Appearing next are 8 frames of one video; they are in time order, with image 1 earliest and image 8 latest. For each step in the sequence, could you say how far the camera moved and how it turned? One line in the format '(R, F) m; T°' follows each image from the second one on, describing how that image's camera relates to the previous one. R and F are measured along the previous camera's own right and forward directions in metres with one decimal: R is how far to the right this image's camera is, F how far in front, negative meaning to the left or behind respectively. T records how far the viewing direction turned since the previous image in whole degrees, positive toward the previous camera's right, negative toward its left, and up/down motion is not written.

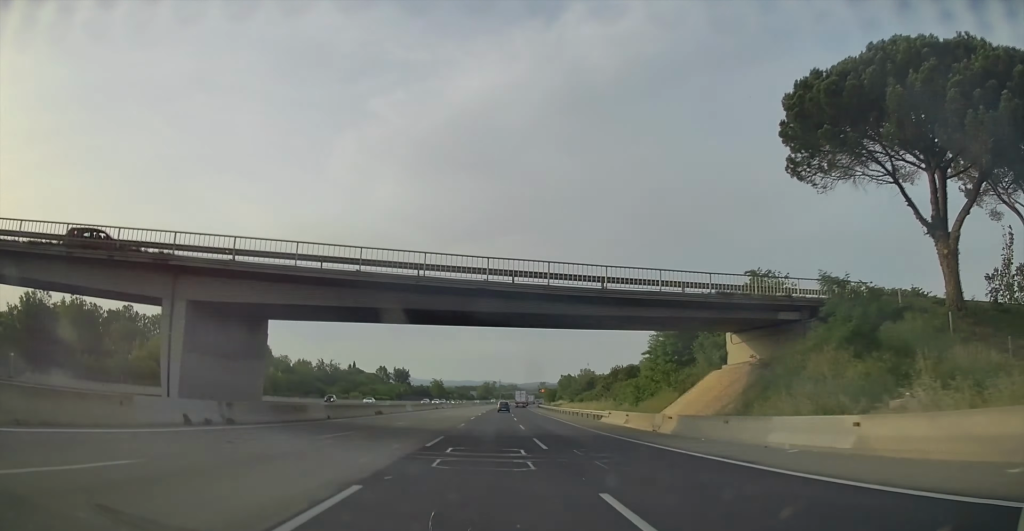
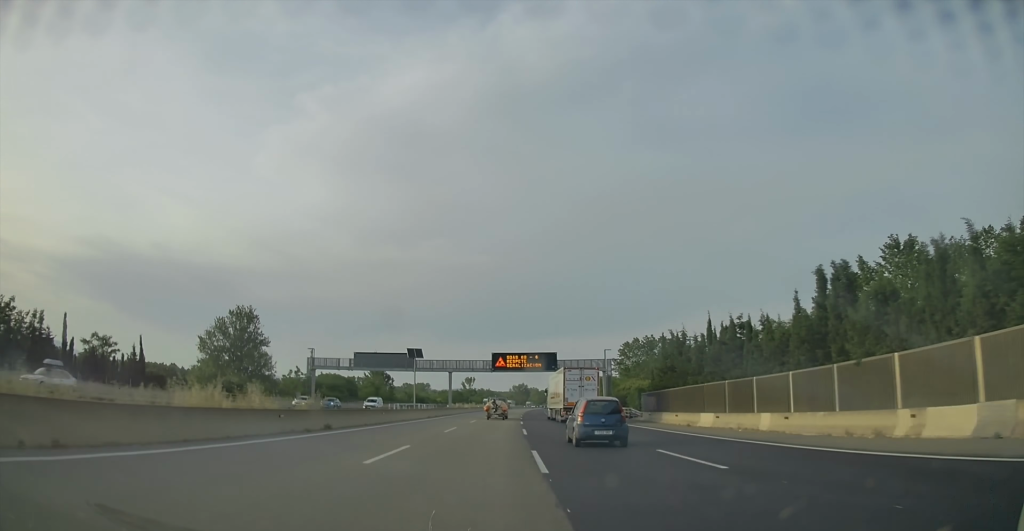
(+22.9, +362.5) m; +8°
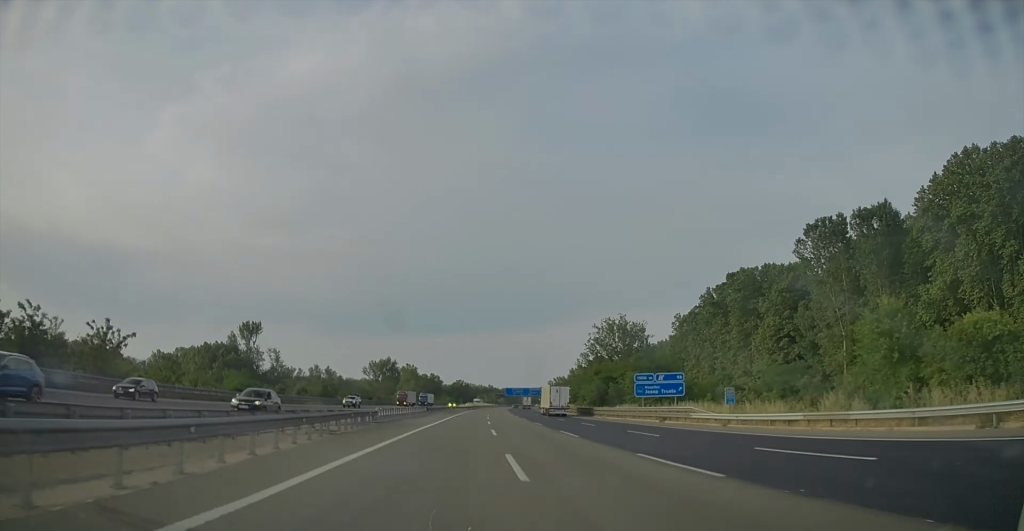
(+24.1, +348.9) m; +8°
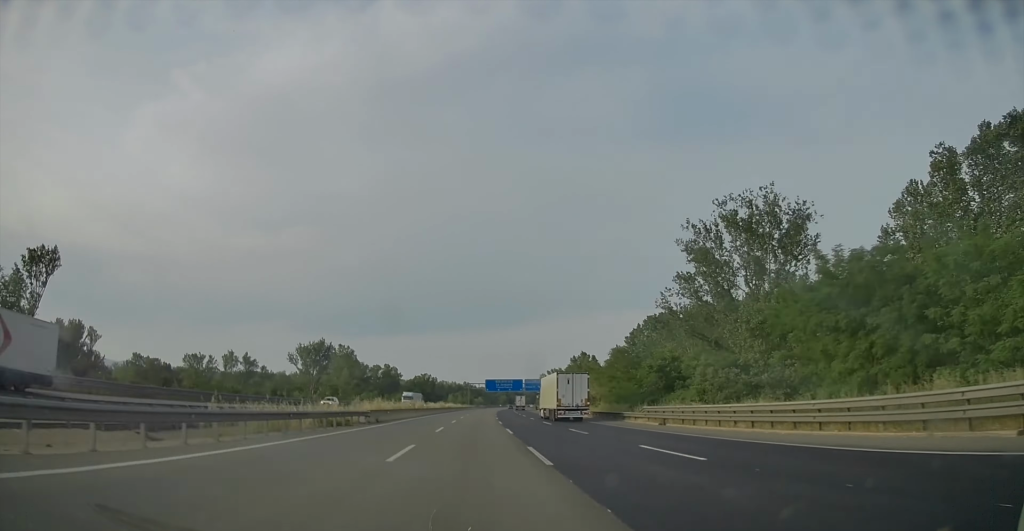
(+5.3, +110.8) m; +2°
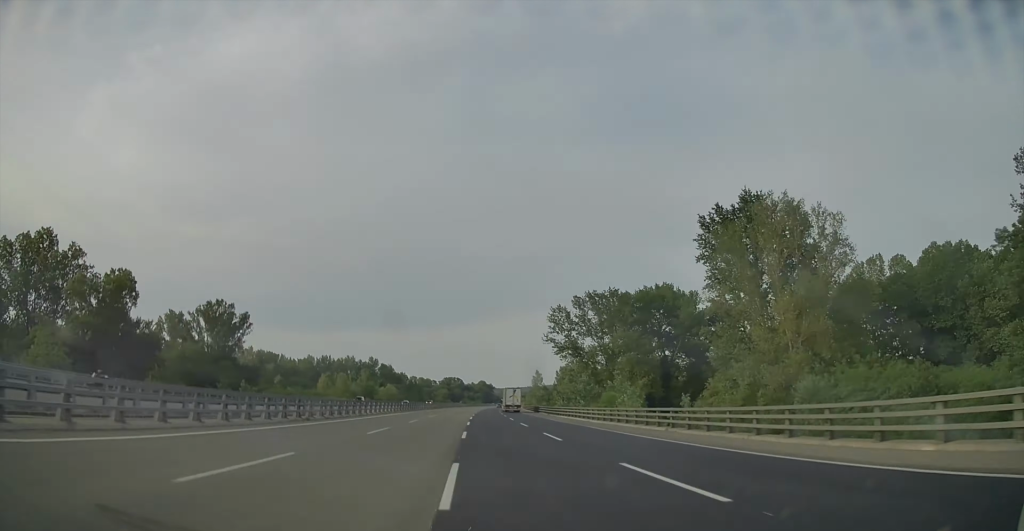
(+10.5, +246.4) m; +5°
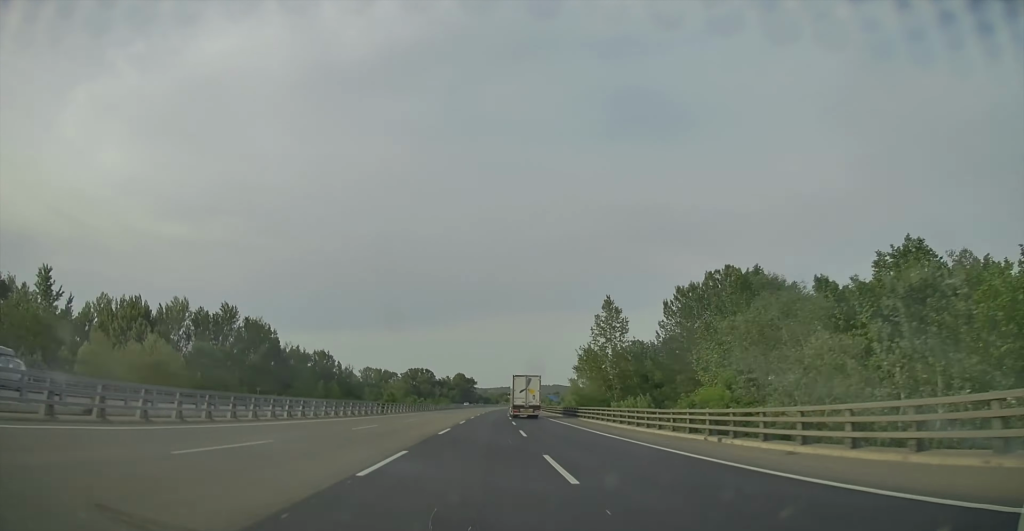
(+1.4, +157.0) m; +3°
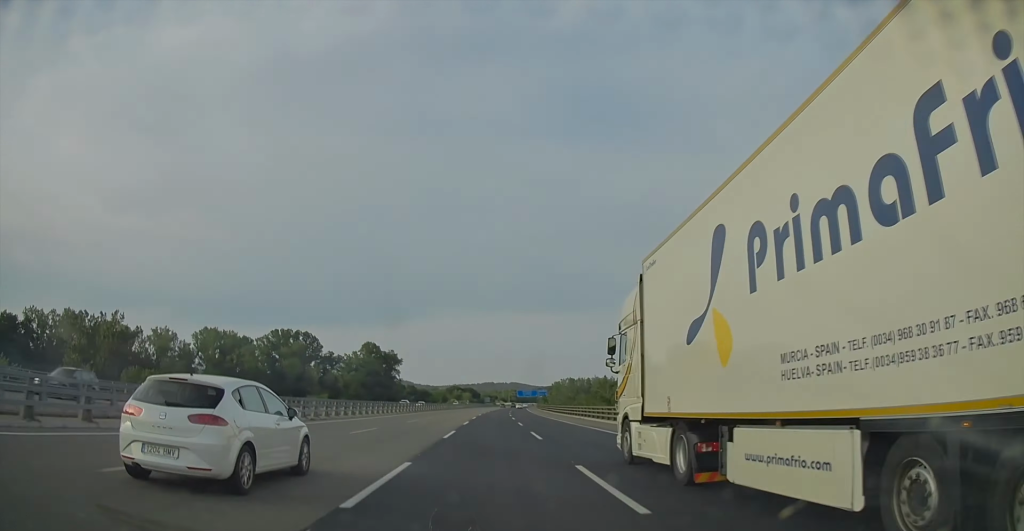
(+10.2, +211.9) m; +4°
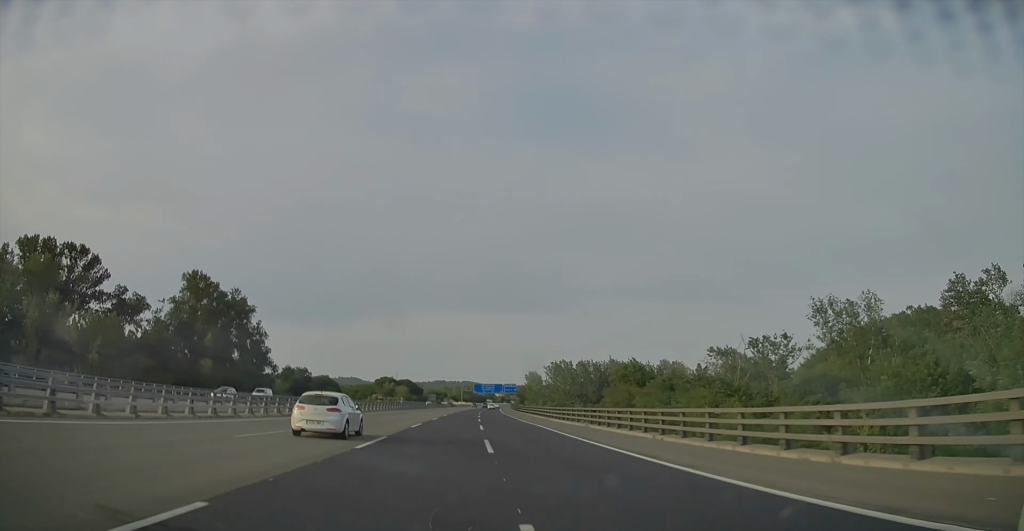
(+1.6, +118.8) m; +2°
